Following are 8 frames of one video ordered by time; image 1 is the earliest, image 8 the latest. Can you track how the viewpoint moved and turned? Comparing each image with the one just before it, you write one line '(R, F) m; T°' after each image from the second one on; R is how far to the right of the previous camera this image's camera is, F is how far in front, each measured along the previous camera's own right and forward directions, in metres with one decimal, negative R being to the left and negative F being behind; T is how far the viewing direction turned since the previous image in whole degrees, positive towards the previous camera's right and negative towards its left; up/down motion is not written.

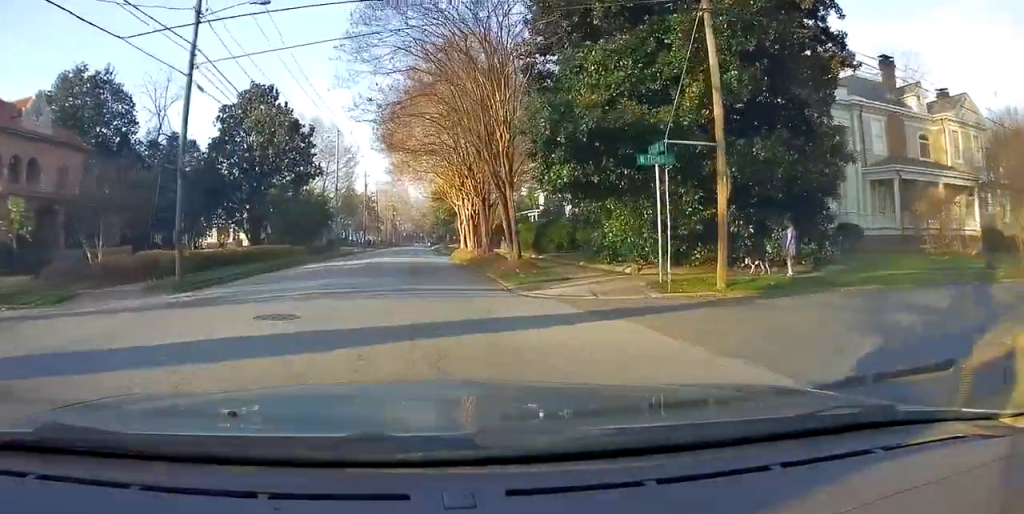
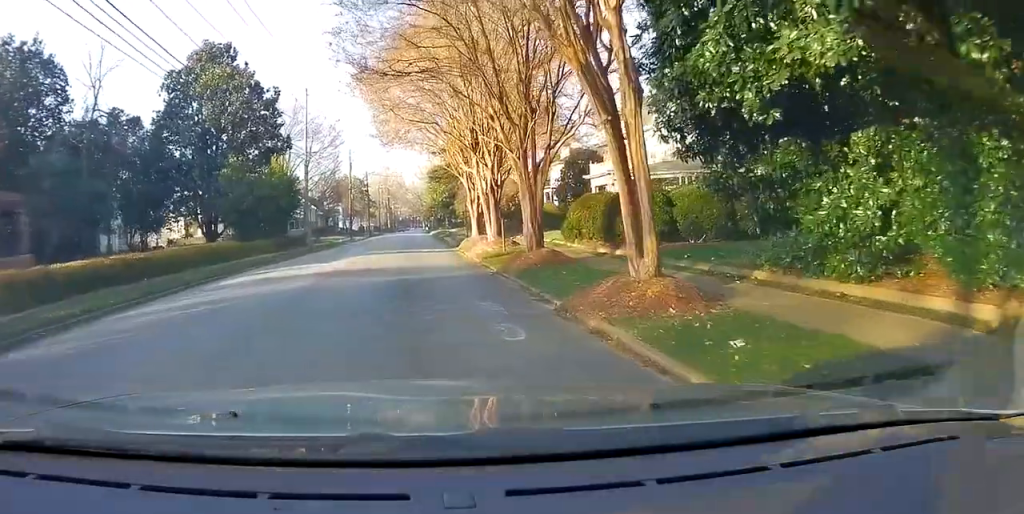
(+0.1, +11.6) m; +1°
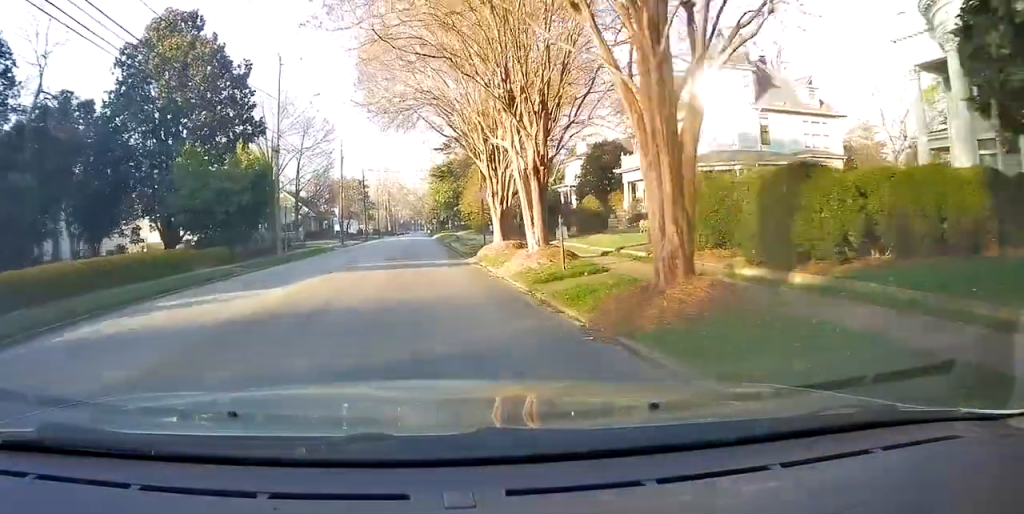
(+0.1, +8.2) m; +1°
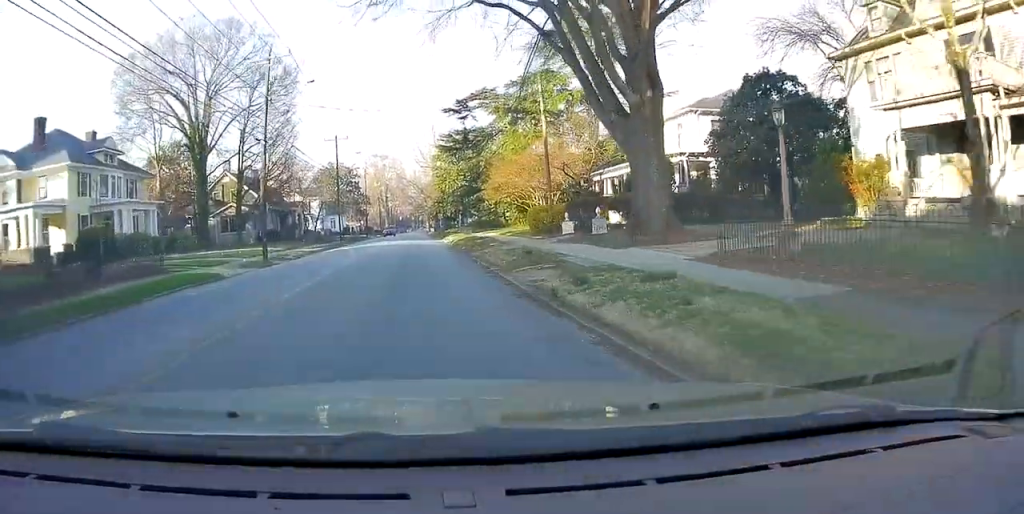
(-0.3, +28.6) m; -1°
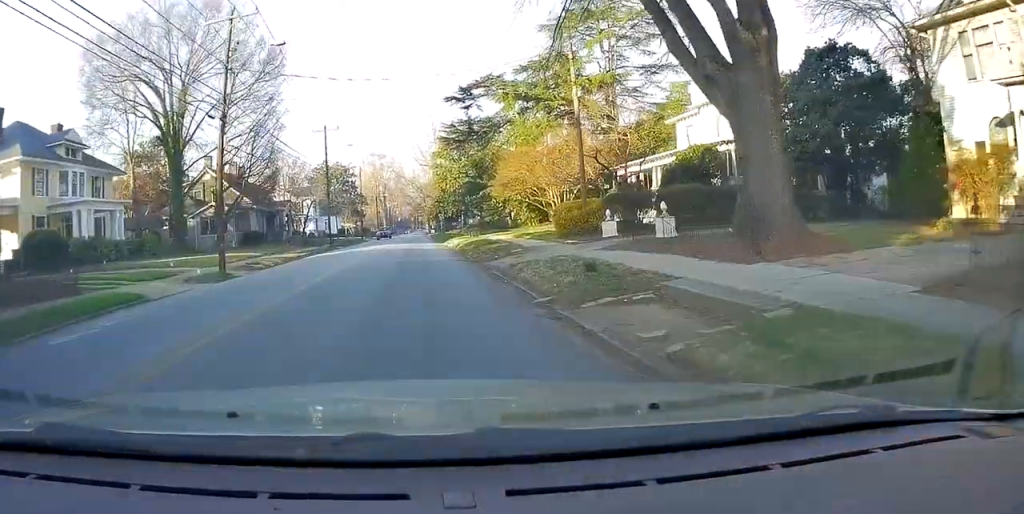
(-0.2, +6.3) m; +1°
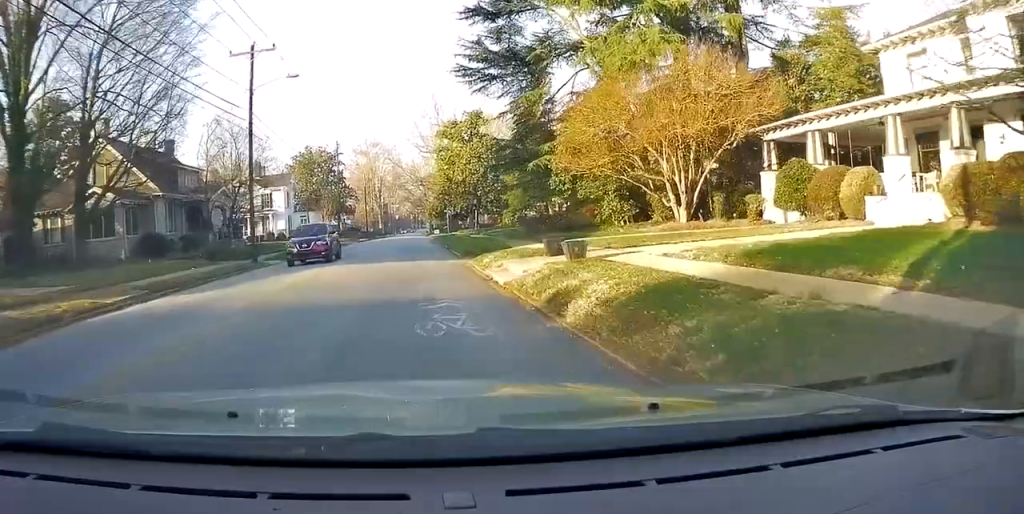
(+0.4, +23.3) m; 0°
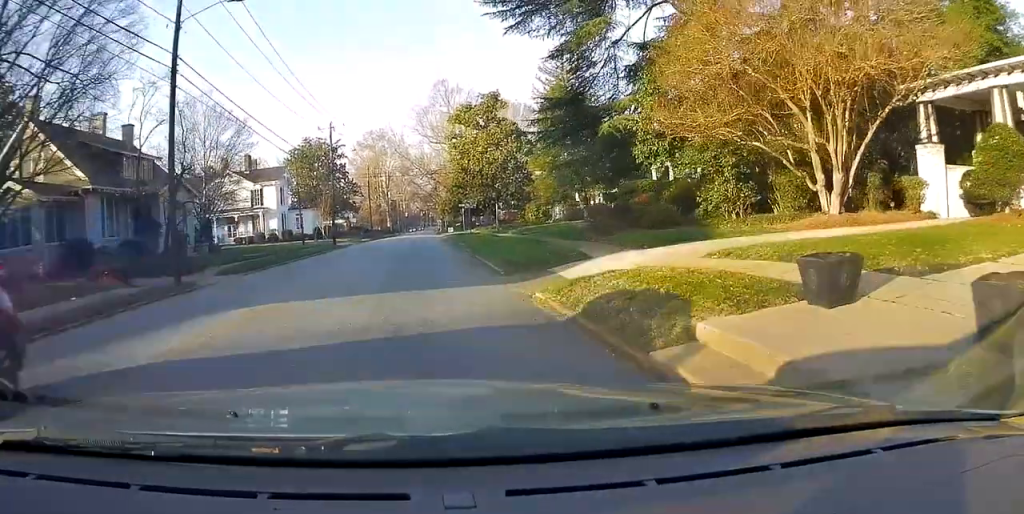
(-0.4, +10.2) m; -1°
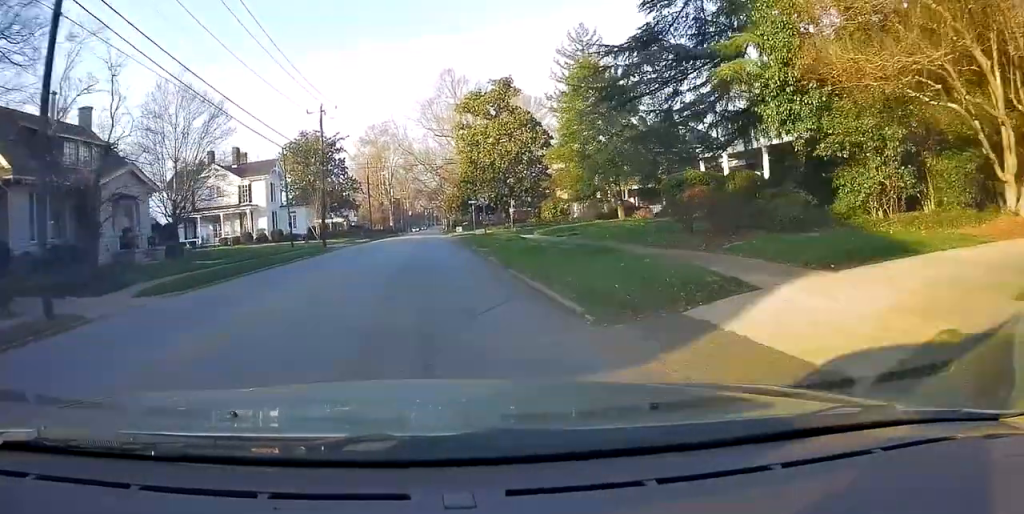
(+0.2, +7.2) m; +1°
